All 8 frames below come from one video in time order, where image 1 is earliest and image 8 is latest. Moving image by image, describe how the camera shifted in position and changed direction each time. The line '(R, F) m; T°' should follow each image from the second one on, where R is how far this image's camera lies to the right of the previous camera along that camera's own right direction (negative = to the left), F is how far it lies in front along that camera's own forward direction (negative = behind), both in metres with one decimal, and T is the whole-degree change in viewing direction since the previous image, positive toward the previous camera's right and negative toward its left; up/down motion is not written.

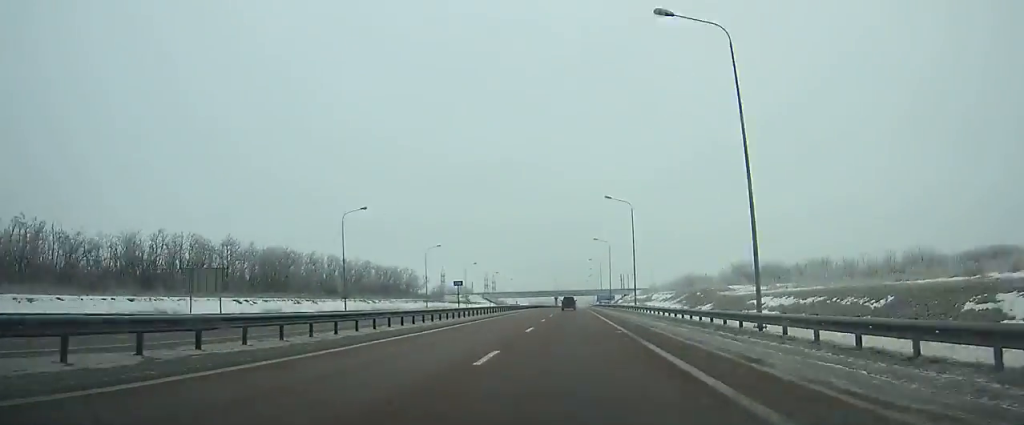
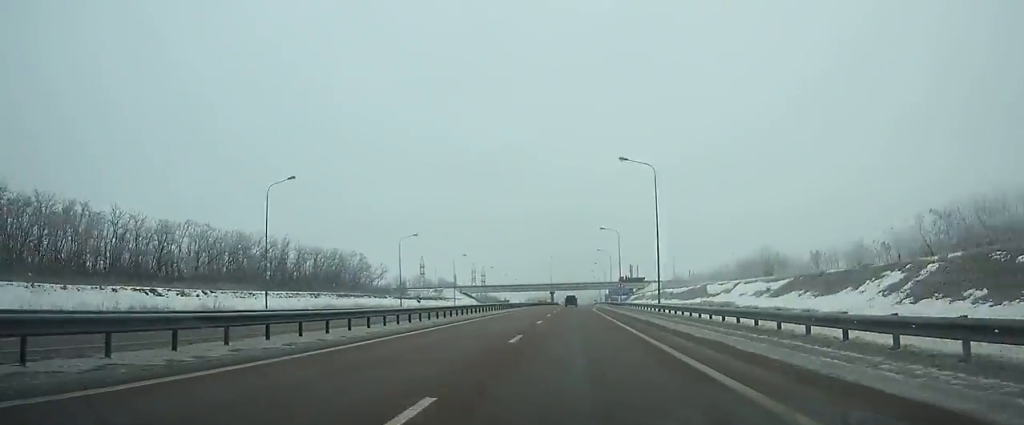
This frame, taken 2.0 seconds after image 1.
(0.0, +54.9) m; 0°
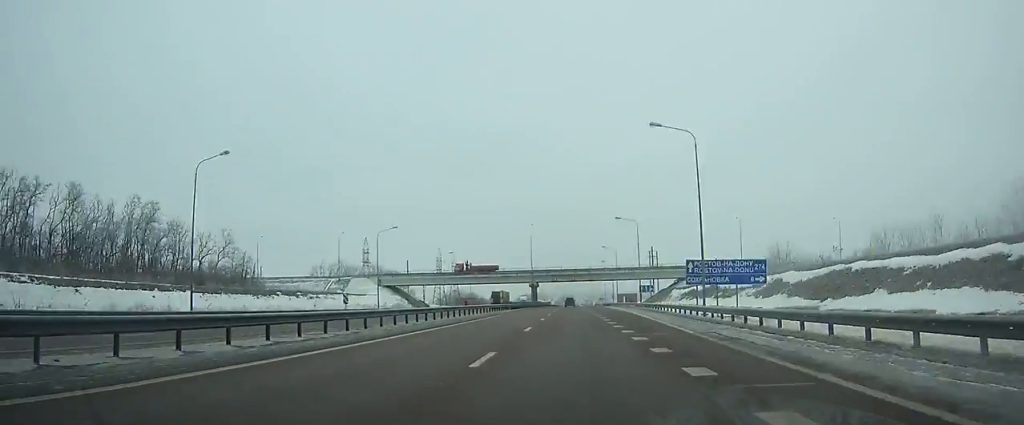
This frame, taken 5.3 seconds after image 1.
(+0.4, +89.9) m; 0°
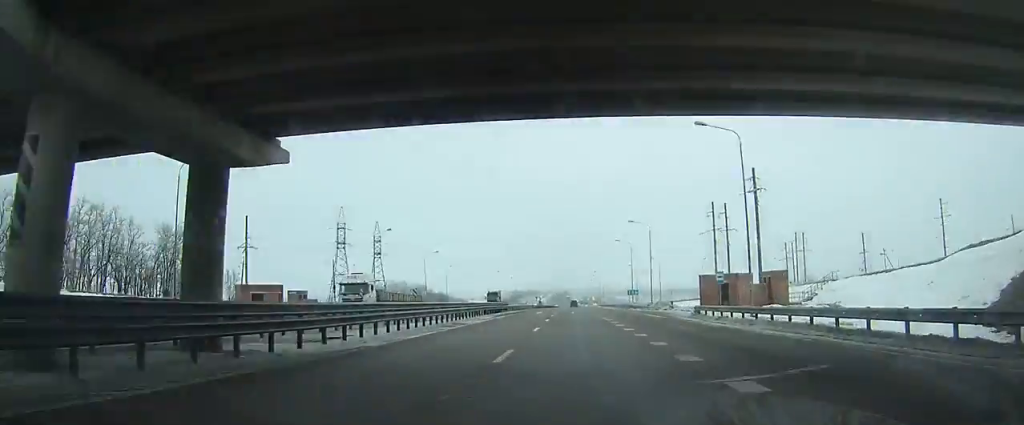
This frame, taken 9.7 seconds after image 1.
(+0.2, +119.4) m; 0°
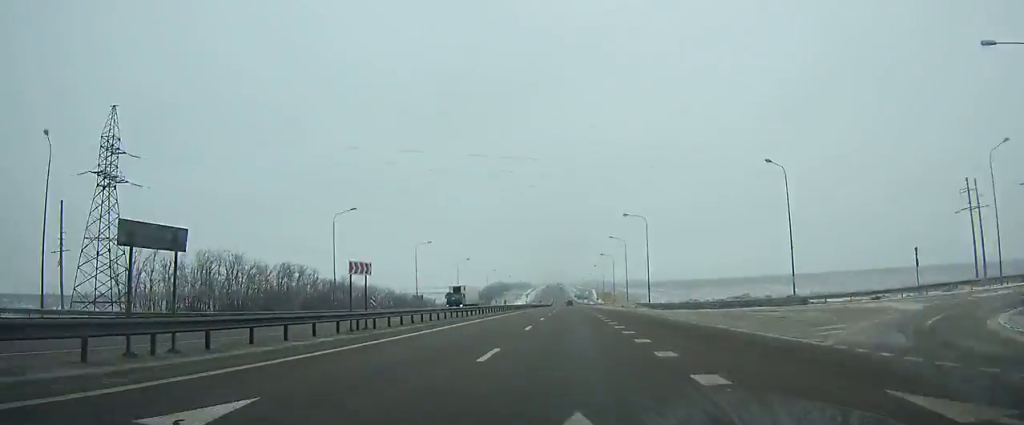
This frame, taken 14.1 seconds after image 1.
(+0.8, +119.6) m; +1°
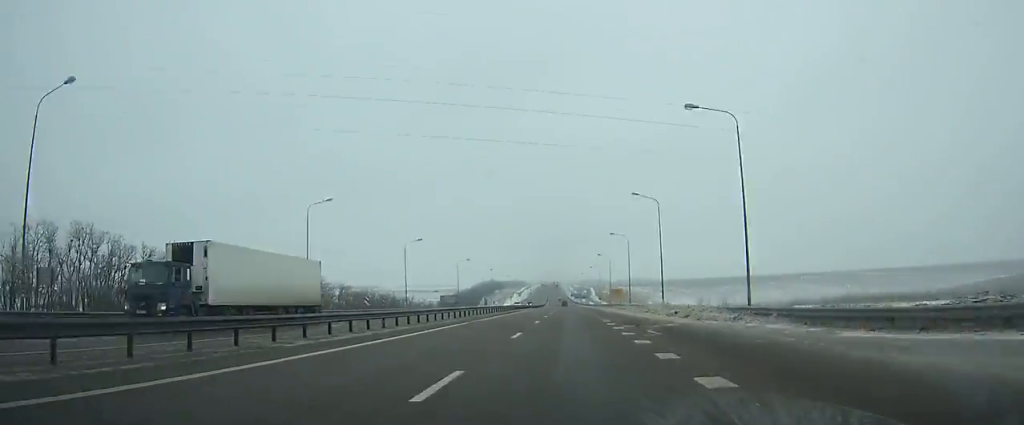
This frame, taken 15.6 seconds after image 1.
(-0.1, +40.9) m; 0°
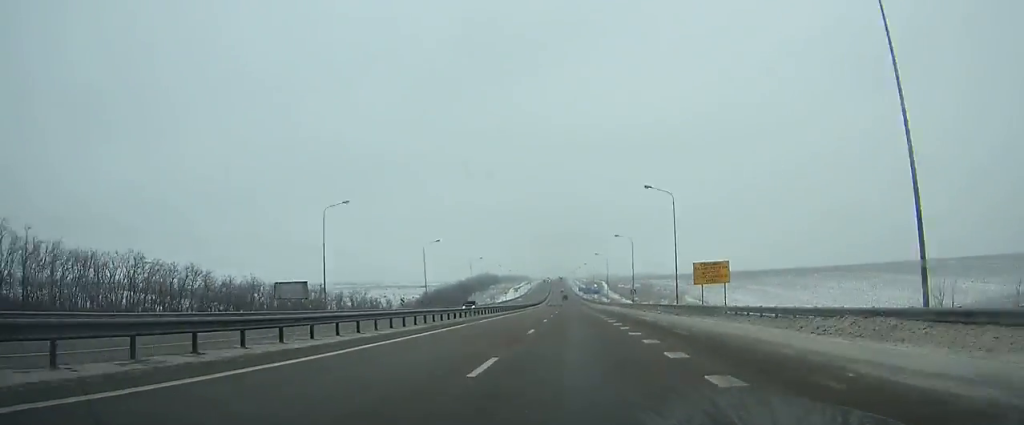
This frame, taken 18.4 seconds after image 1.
(-0.2, +76.6) m; 0°
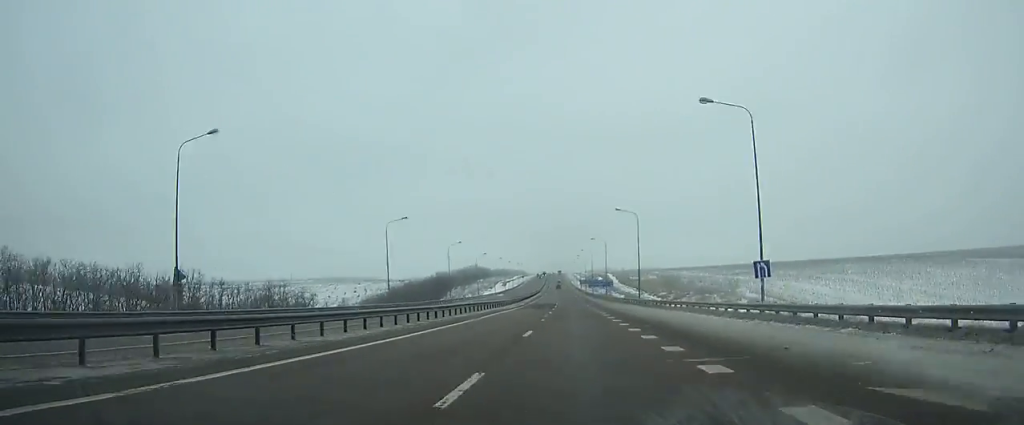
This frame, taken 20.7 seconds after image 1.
(-0.1, +63.0) m; 0°
